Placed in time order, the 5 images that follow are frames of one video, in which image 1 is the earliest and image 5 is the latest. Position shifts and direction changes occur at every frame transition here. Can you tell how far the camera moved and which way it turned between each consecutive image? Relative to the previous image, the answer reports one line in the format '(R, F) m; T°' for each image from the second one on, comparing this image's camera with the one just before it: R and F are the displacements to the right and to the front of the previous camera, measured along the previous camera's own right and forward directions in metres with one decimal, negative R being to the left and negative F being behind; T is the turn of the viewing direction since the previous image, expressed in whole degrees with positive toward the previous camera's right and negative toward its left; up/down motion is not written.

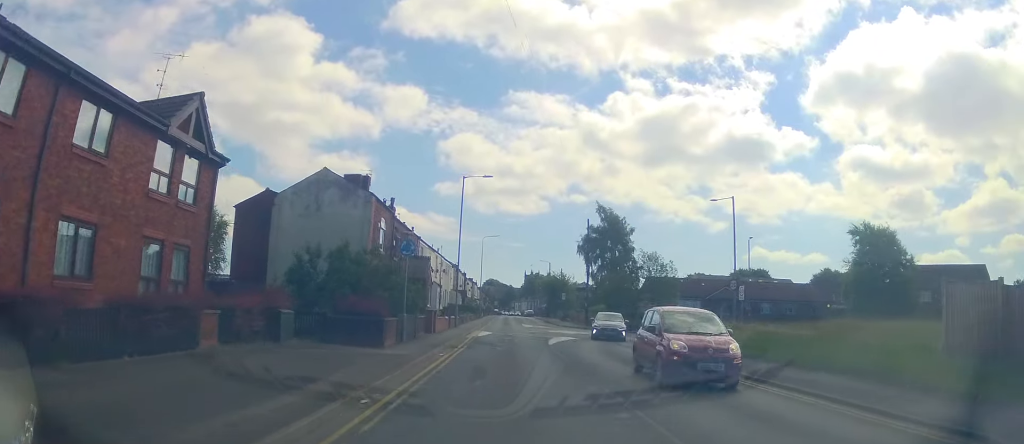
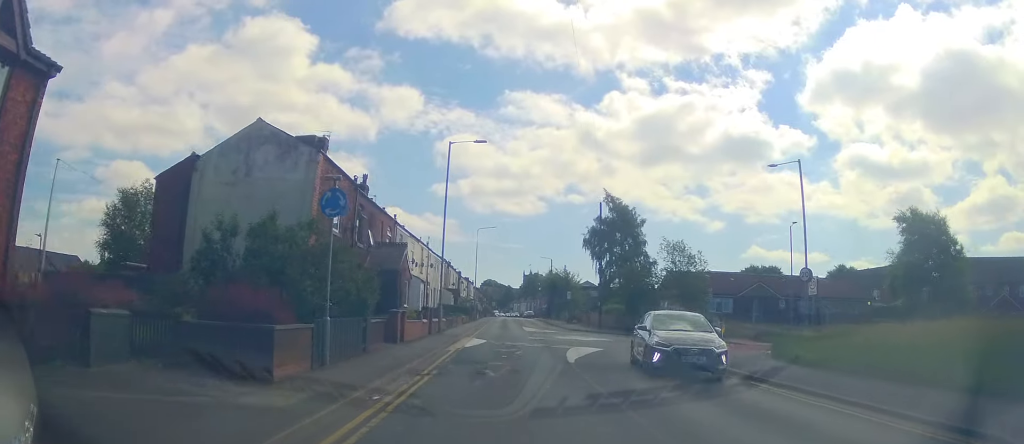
(-0.1, +8.1) m; -1°
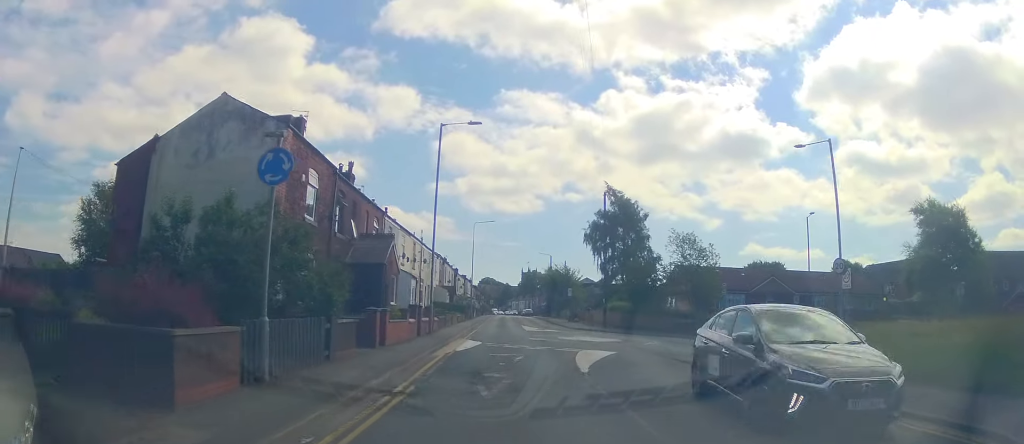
(0.0, +2.7) m; +2°
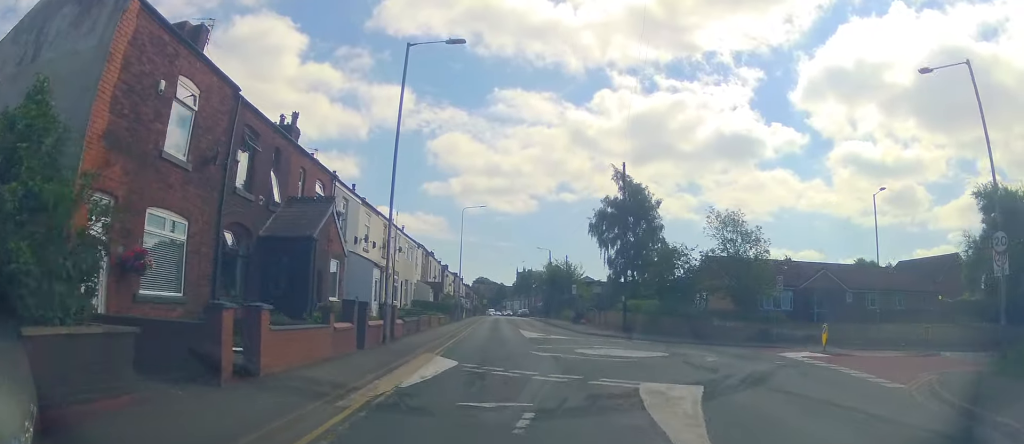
(+0.5, +8.8) m; +2°
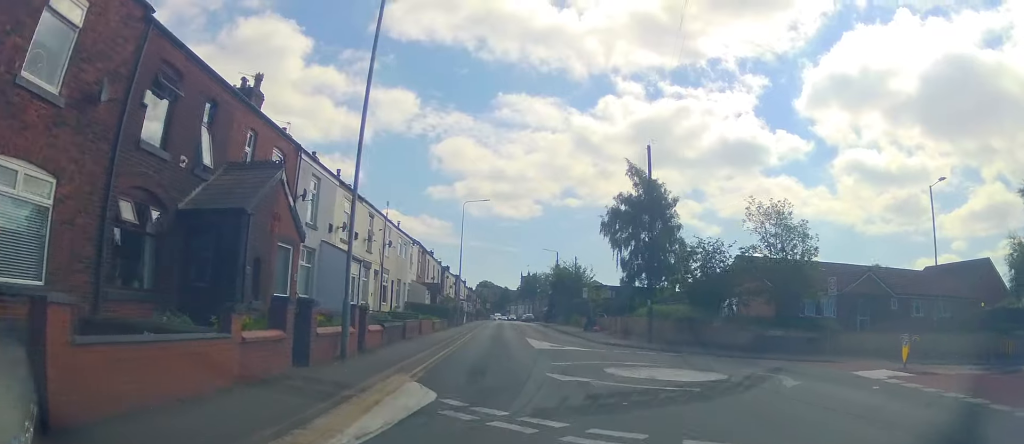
(-0.4, +4.9) m; -1°
